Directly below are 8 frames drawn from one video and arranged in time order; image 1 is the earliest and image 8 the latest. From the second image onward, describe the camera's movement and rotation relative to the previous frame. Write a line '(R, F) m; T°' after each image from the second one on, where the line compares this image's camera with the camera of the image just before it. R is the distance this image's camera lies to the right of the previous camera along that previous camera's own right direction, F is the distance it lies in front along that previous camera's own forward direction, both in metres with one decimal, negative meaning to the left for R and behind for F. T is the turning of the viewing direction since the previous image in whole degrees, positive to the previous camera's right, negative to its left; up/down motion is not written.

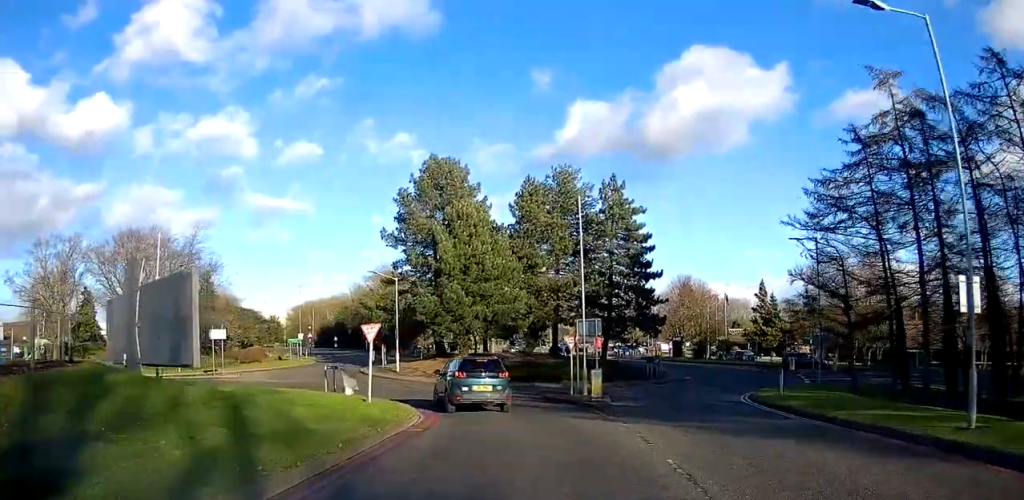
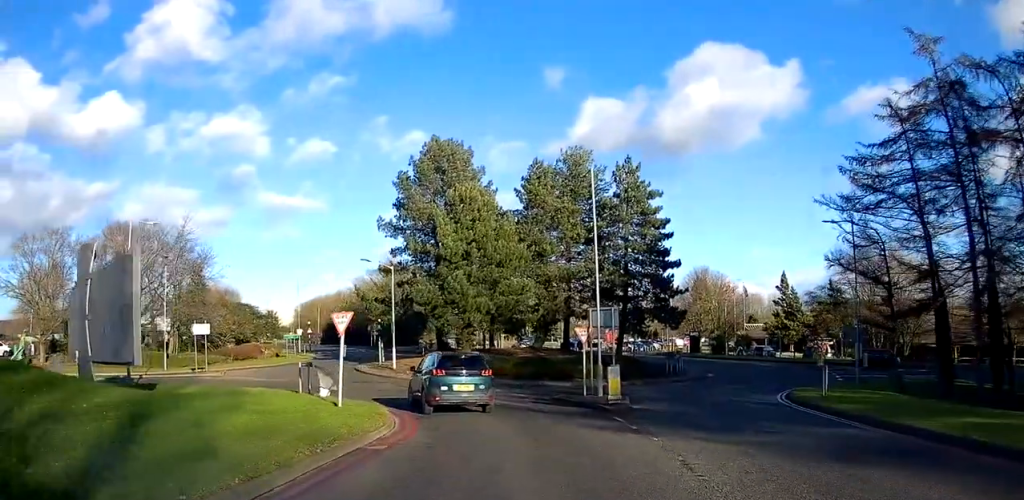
(0.0, +3.5) m; -2°
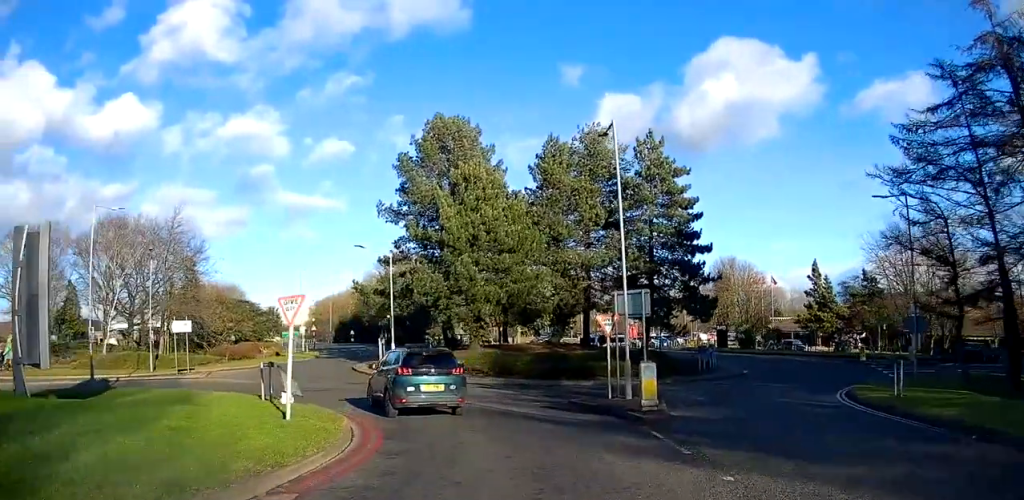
(-0.1, +4.4) m; -3°
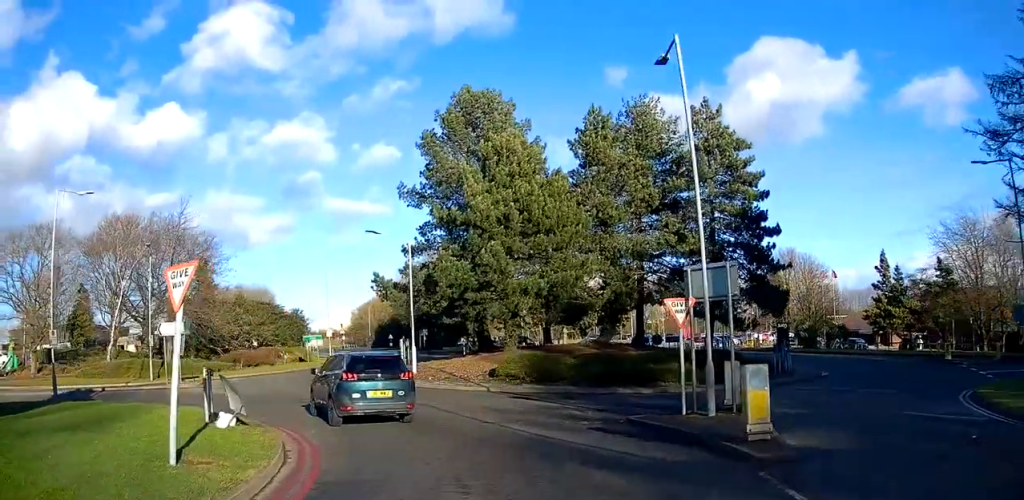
(-0.2, +6.1) m; -7°
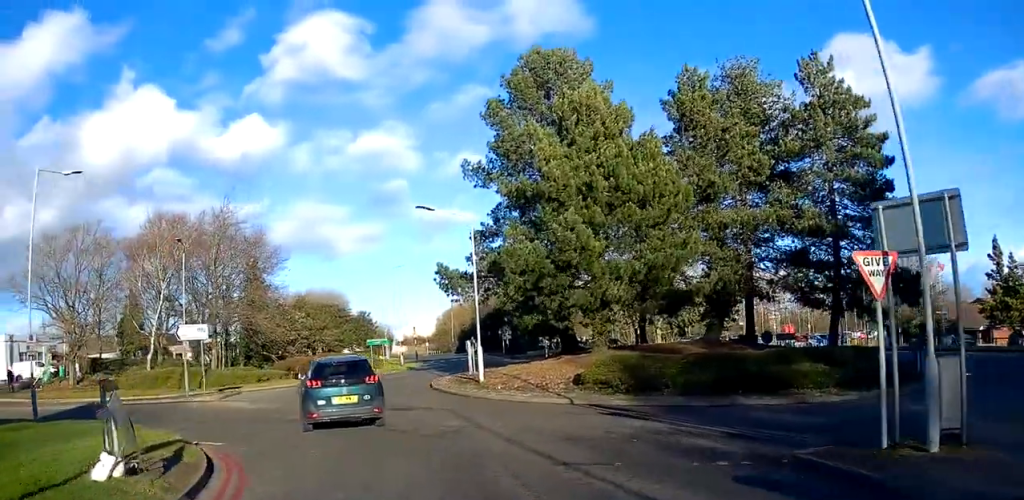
(-0.6, +6.3) m; -9°
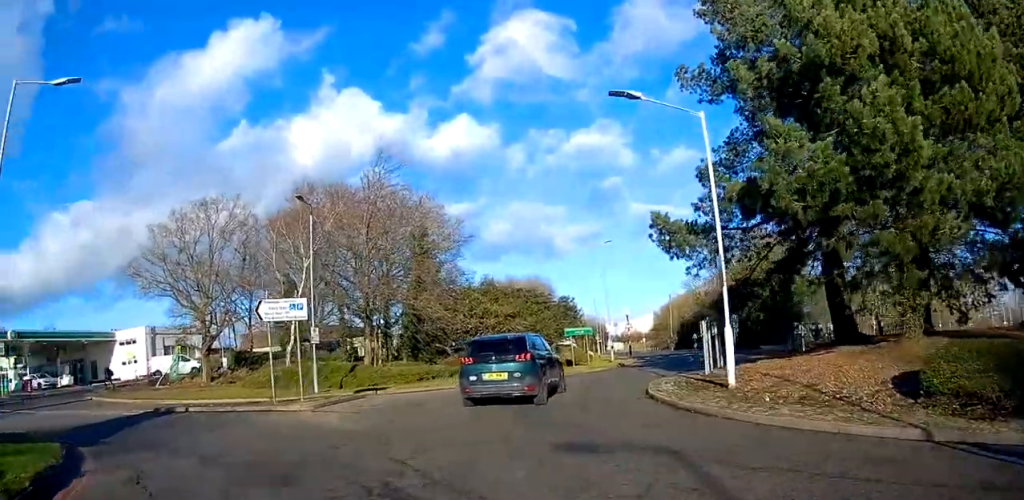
(-1.3, +9.6) m; -13°
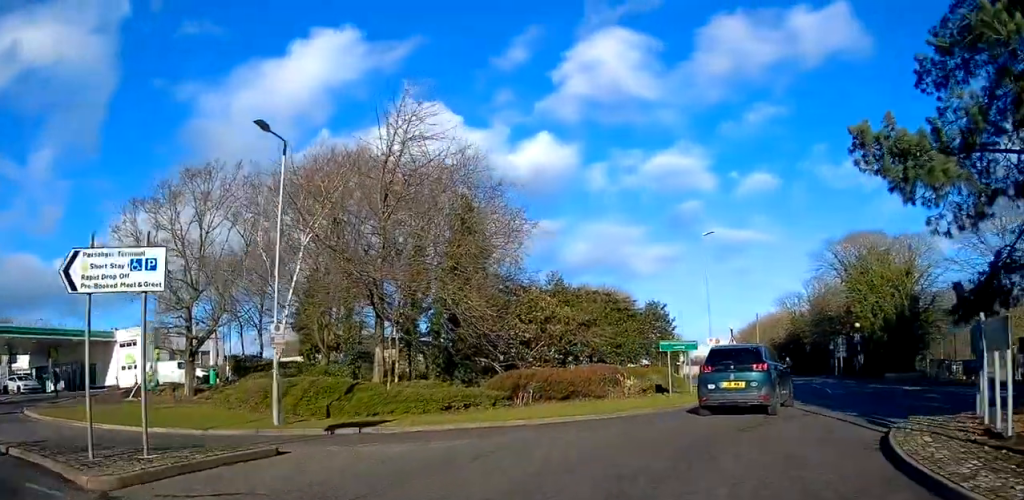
(-0.7, +10.1) m; 0°
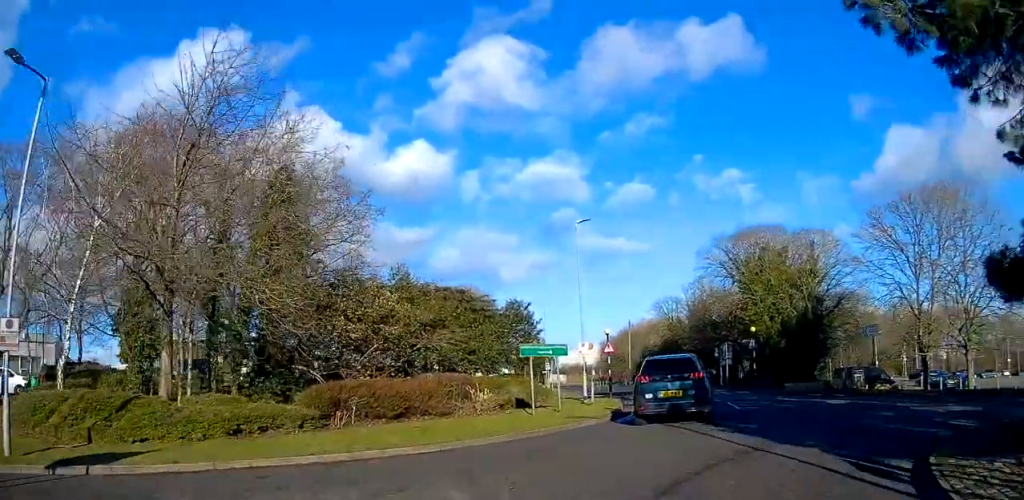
(+0.3, +5.2) m; +8°
